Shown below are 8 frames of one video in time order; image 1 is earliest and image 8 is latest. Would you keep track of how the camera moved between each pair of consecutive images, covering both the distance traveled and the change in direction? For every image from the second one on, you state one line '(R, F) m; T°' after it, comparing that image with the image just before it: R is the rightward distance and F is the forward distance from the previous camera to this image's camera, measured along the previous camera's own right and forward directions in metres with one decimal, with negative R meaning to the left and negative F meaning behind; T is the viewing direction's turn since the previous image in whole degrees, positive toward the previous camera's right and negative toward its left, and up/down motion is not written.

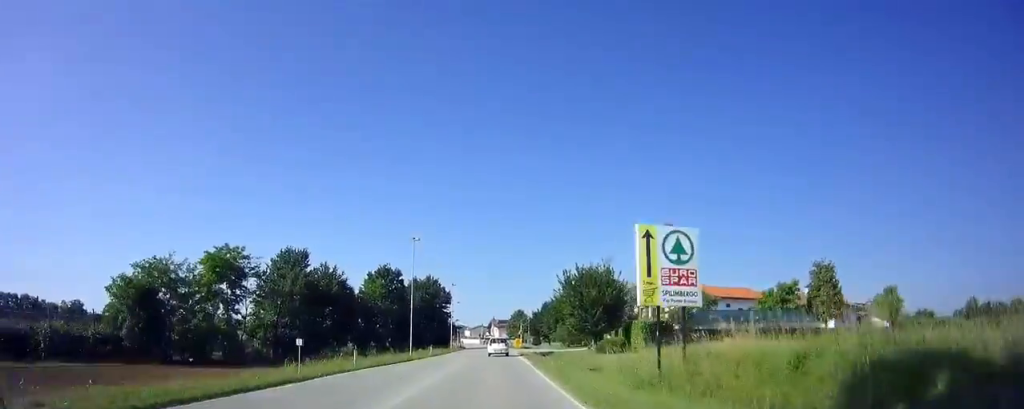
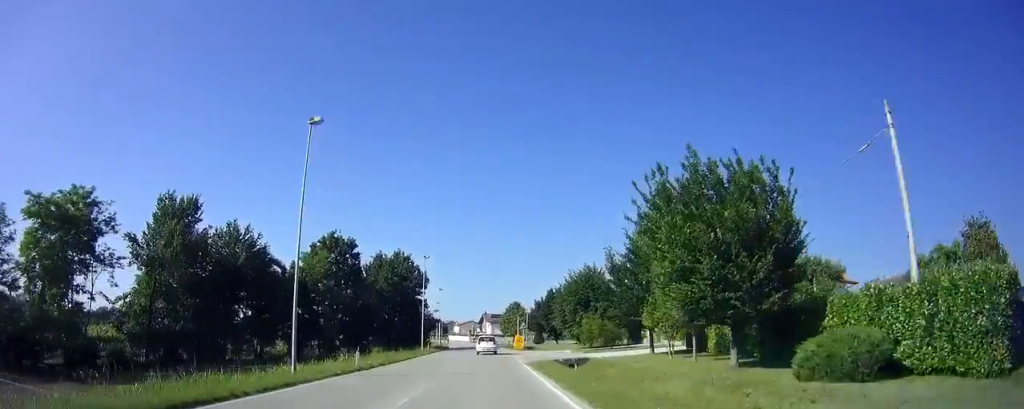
(-0.1, +23.5) m; 0°
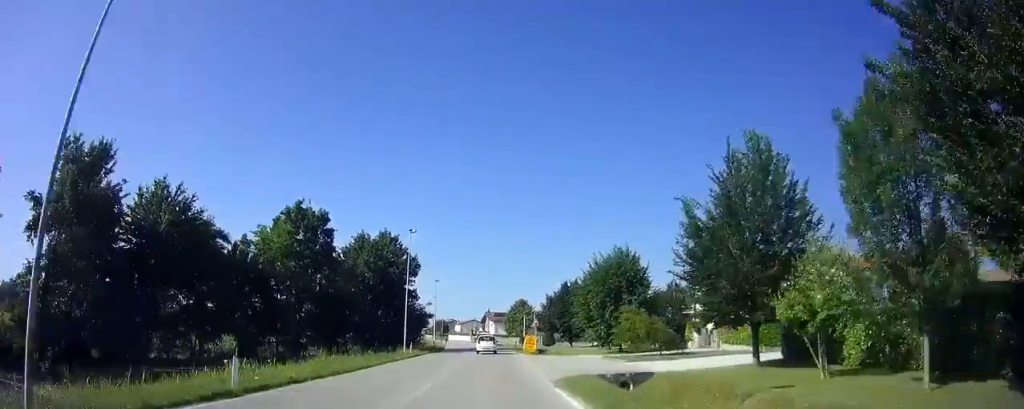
(+0.1, +11.8) m; 0°
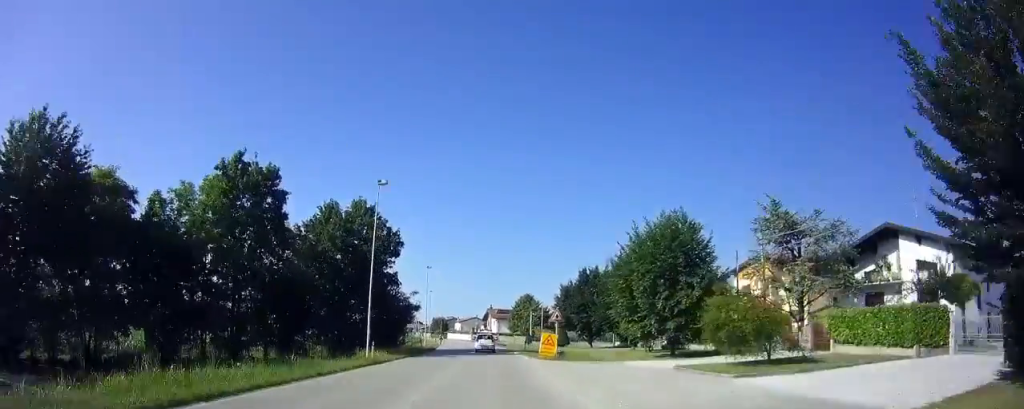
(-0.2, +12.3) m; -1°
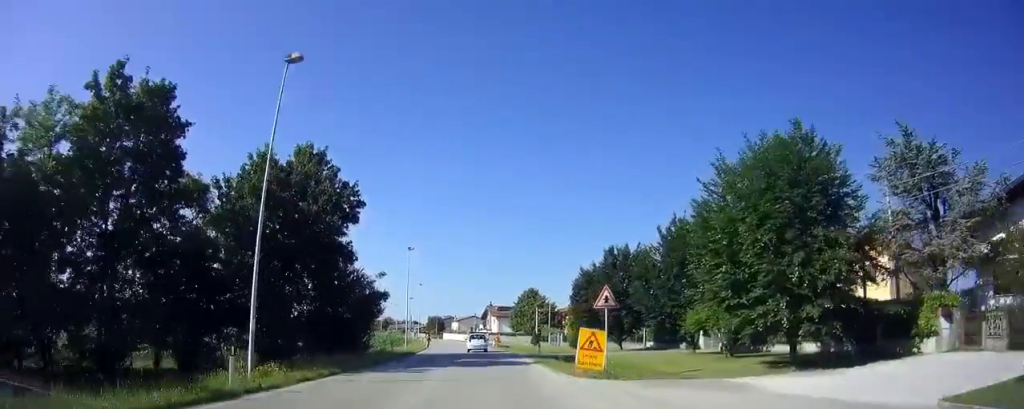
(-0.1, +13.3) m; -1°
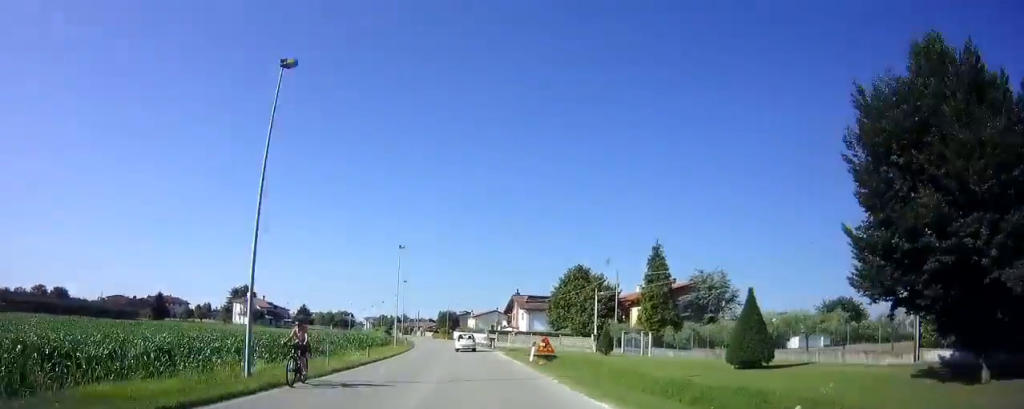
(-0.8, +34.3) m; -3°
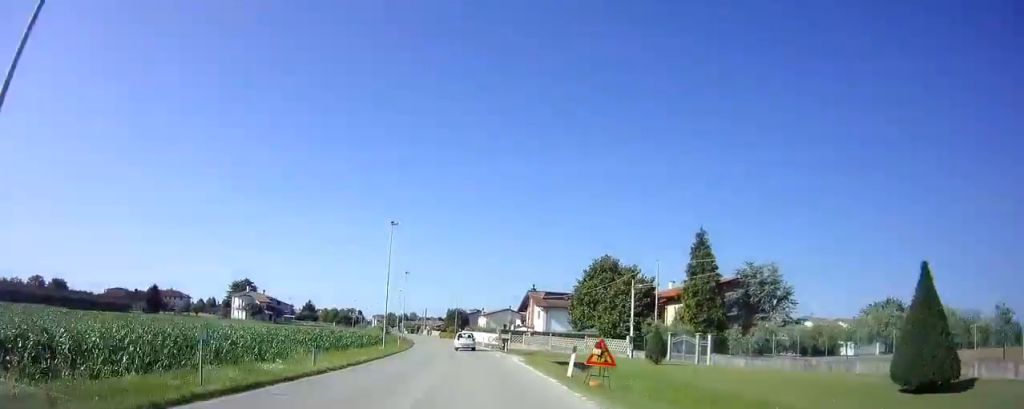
(-0.1, +9.4) m; -1°
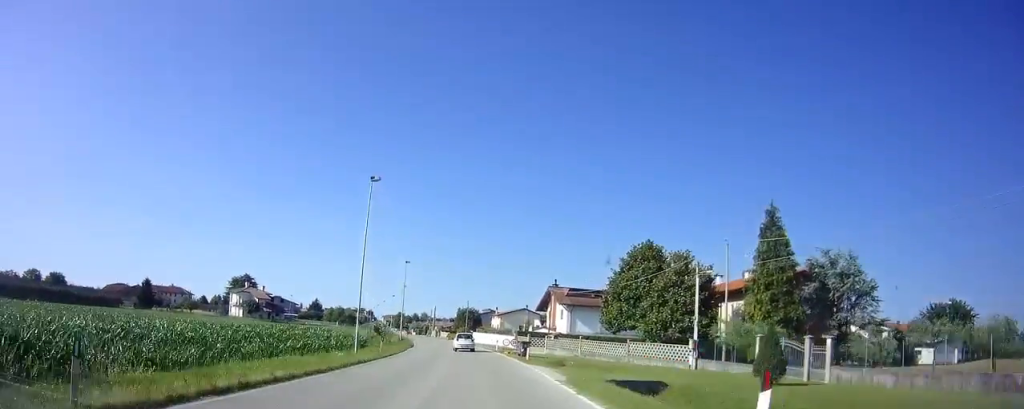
(0.0, +11.0) m; -1°
